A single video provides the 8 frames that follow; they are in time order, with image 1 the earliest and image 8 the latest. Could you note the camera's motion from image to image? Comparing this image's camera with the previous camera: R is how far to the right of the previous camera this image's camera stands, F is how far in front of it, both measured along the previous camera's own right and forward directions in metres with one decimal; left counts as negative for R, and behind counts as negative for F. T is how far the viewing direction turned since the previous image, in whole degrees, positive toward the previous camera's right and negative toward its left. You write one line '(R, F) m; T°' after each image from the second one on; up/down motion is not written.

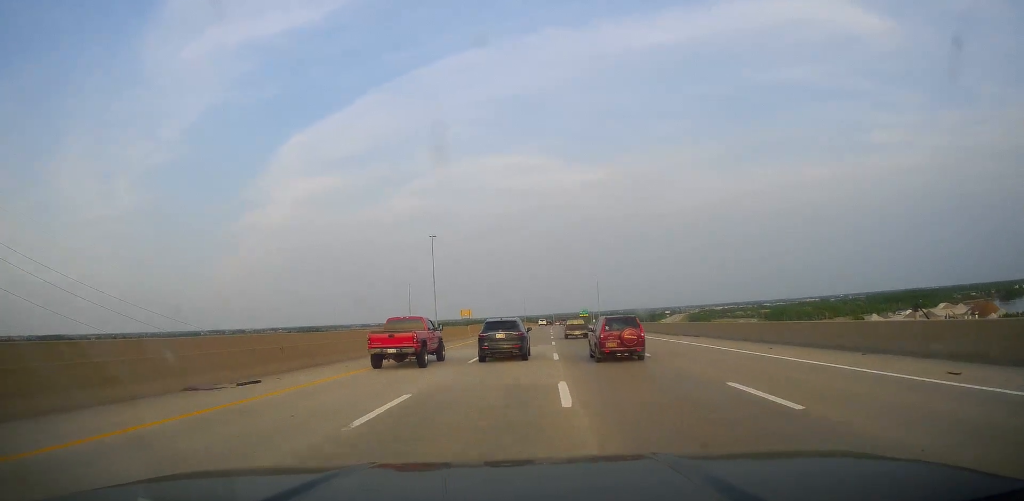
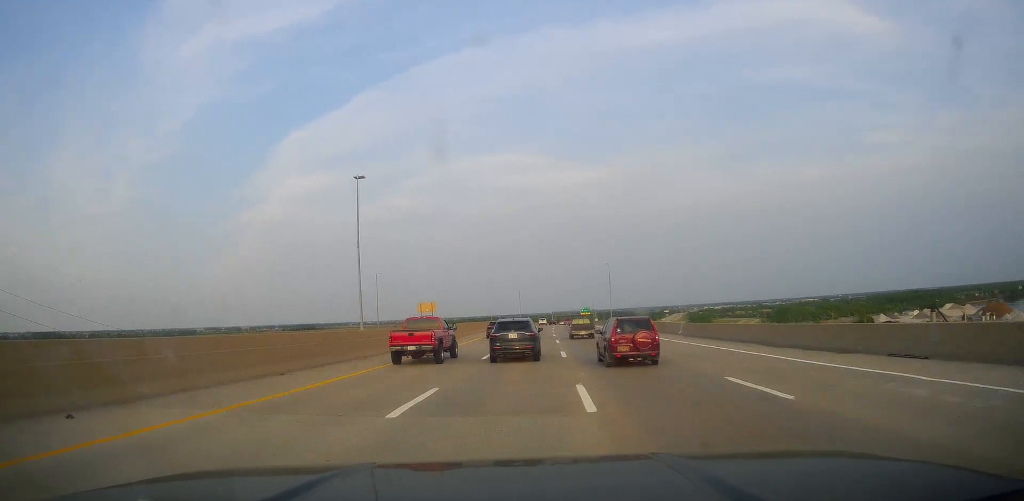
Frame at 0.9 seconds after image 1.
(+0.8, +27.5) m; 0°
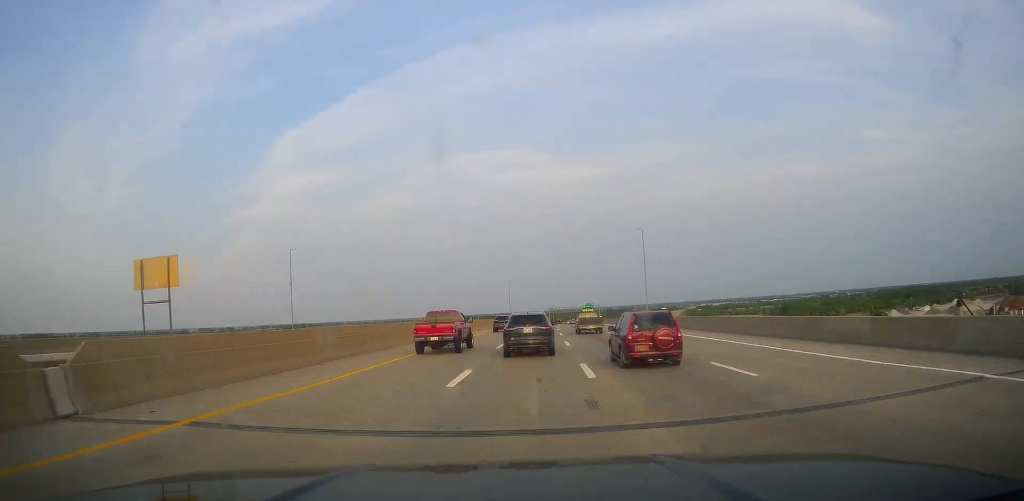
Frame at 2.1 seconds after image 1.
(-1.0, +41.5) m; -1°
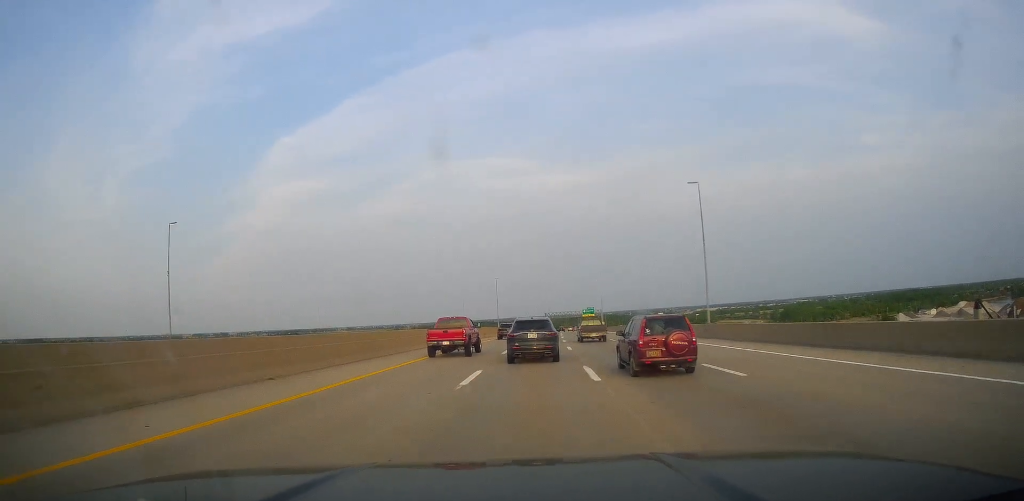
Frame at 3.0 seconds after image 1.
(+0.2, +28.8) m; +1°
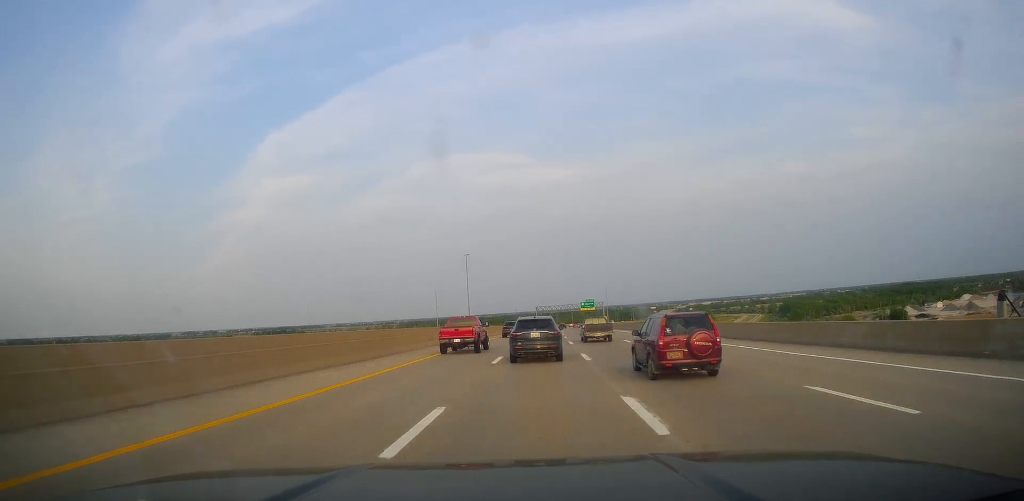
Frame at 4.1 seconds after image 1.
(+0.7, +37.7) m; +1°
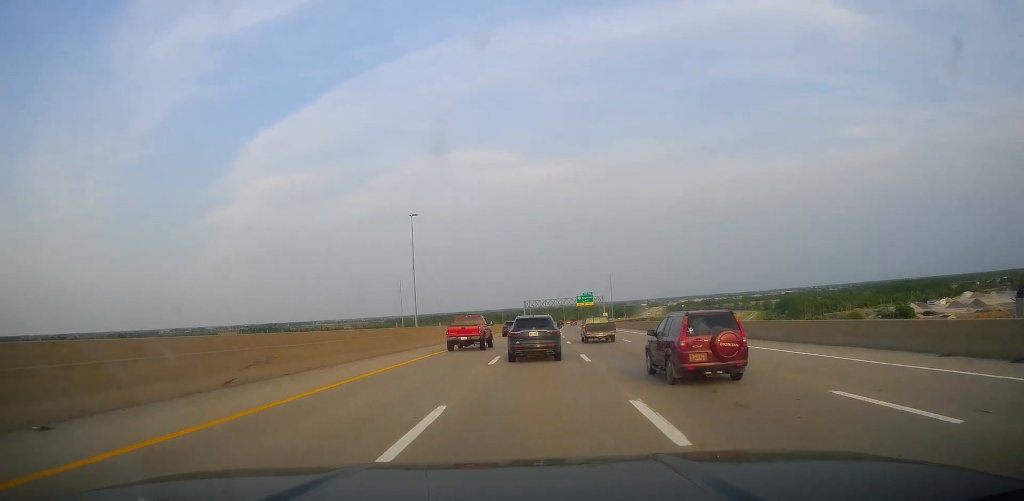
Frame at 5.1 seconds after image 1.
(0.0, +31.0) m; +1°
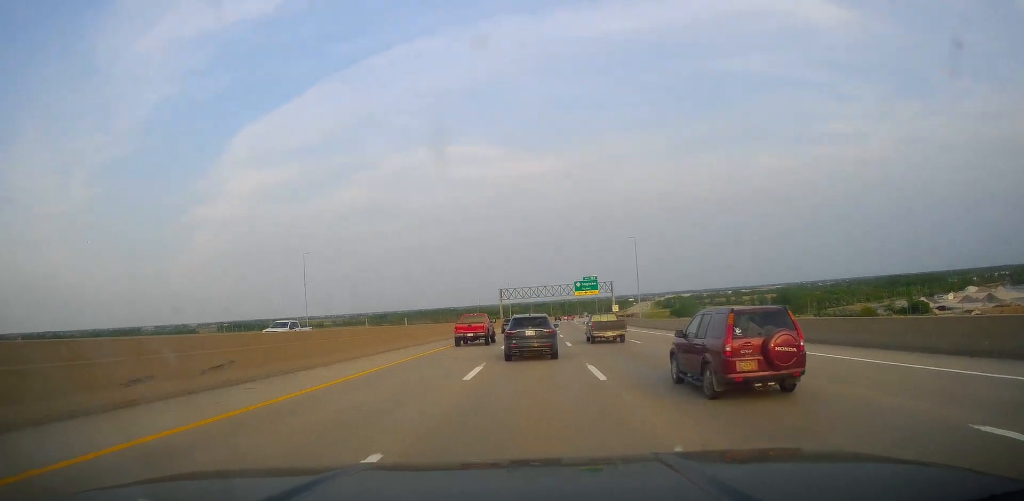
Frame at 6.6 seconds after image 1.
(+0.7, +49.8) m; +1°
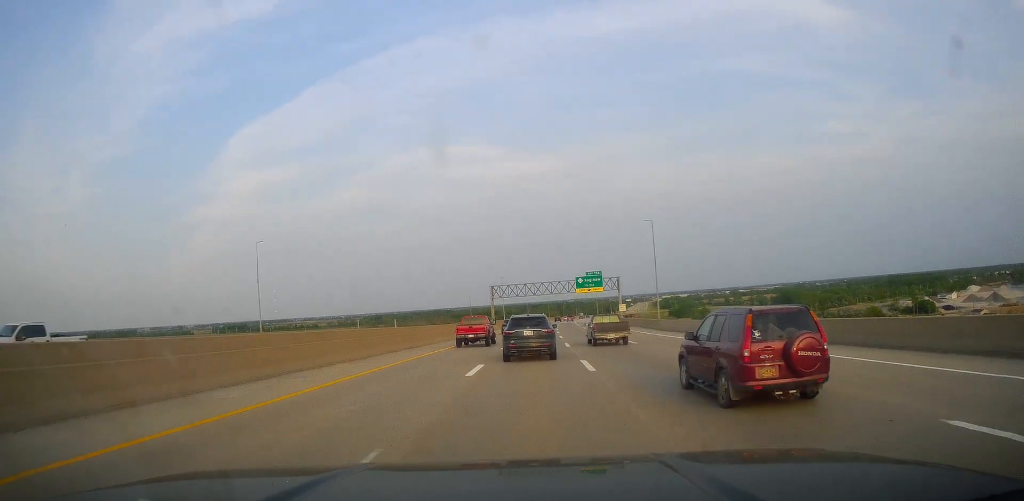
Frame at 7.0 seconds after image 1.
(0.0, +14.4) m; 0°
